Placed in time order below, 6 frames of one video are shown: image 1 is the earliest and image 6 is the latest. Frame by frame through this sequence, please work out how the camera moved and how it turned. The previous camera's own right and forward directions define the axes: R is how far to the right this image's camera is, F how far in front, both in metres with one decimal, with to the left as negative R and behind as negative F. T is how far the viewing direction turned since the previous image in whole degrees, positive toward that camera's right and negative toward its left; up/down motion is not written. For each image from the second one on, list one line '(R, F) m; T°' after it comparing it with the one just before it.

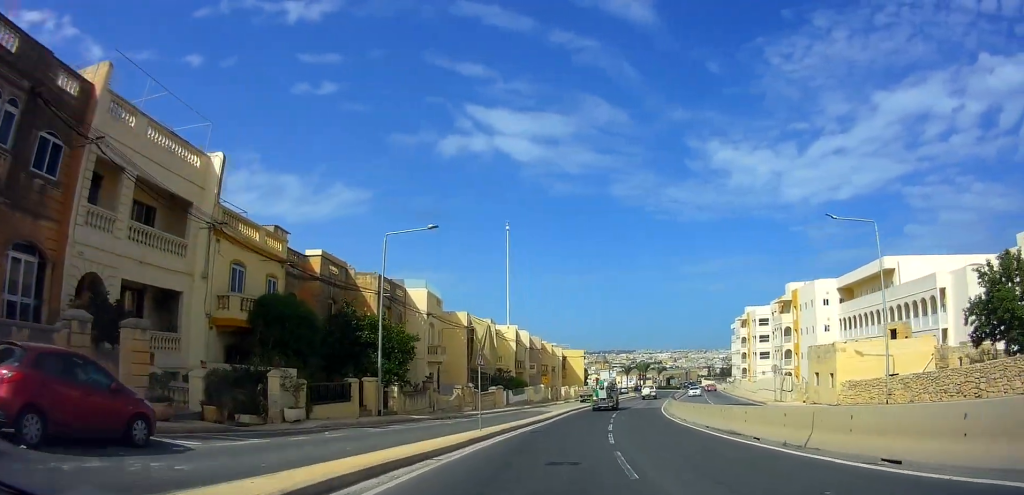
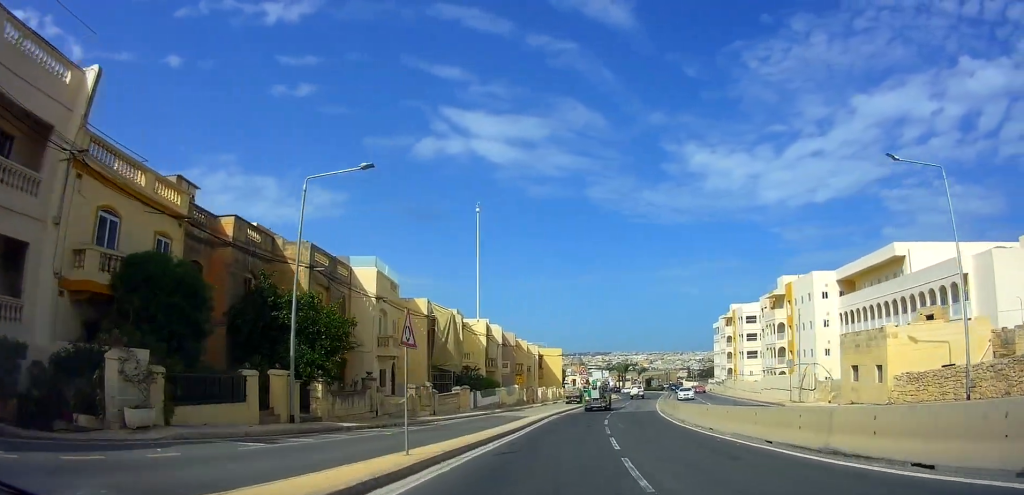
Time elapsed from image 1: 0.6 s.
(+0.3, +7.6) m; +2°
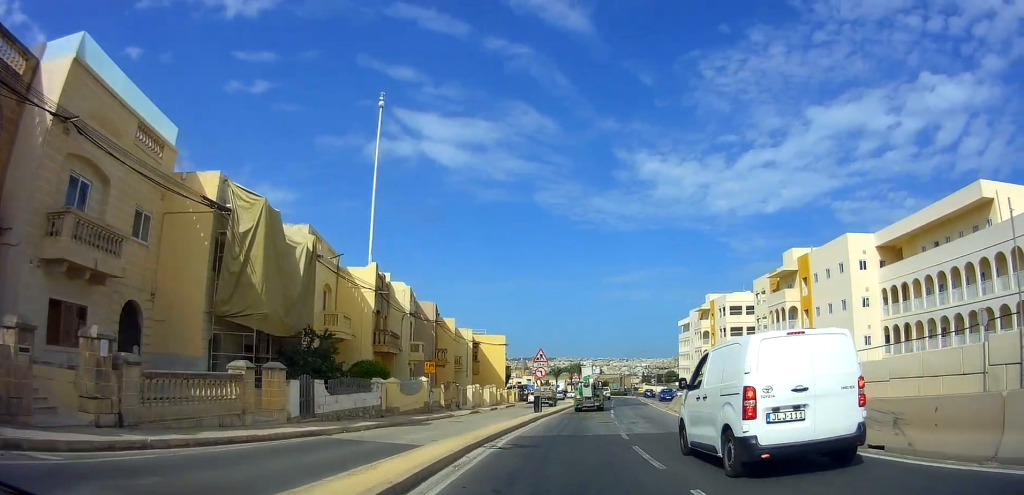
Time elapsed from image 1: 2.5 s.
(+1.6, +22.6) m; +7°
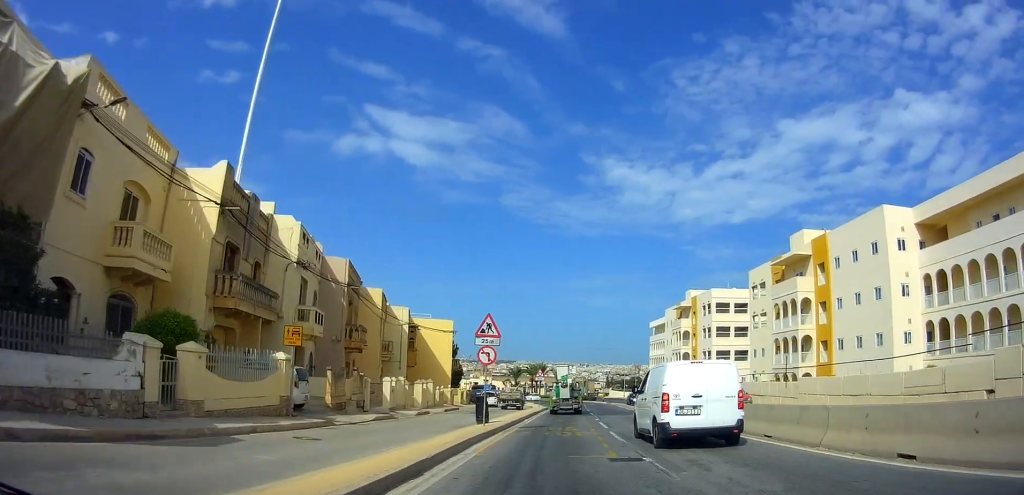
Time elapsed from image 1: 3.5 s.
(+0.1, +13.1) m; +3°
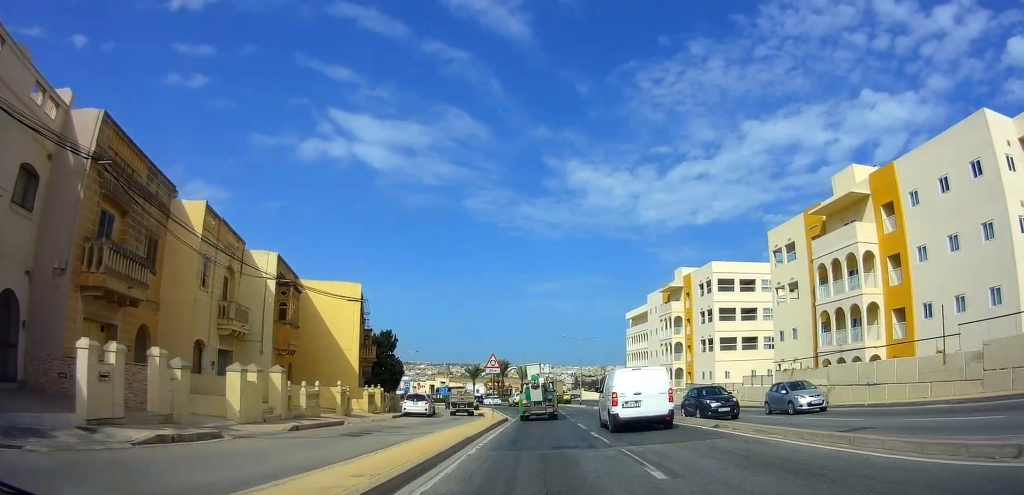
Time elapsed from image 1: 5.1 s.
(+0.6, +18.6) m; 0°
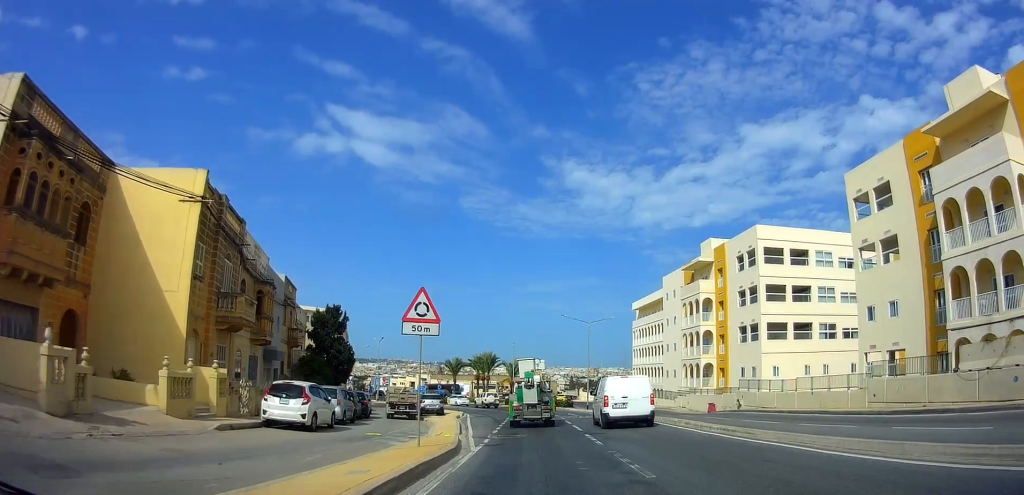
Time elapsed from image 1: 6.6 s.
(0.0, +17.7) m; +3°
